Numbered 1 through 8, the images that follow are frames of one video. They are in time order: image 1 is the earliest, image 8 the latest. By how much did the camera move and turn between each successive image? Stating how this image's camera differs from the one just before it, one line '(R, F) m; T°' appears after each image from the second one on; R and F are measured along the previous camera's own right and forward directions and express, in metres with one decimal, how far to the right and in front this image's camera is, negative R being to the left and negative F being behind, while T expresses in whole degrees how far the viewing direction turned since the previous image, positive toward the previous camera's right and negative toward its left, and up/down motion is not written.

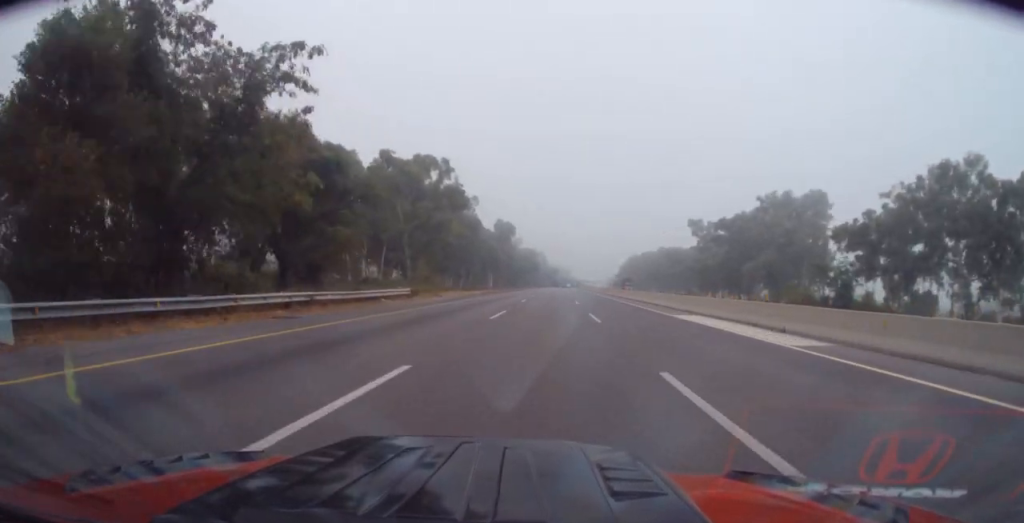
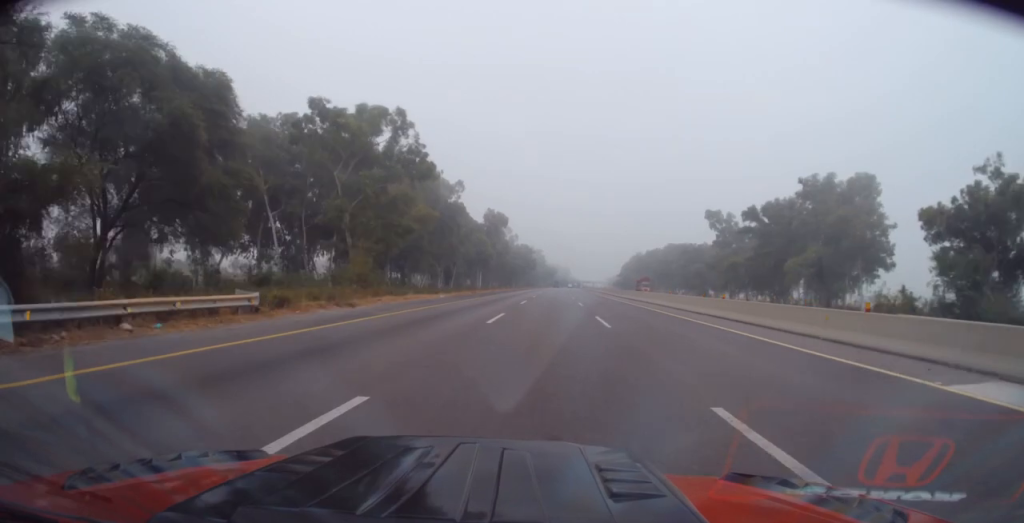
(-0.3, +20.2) m; 0°
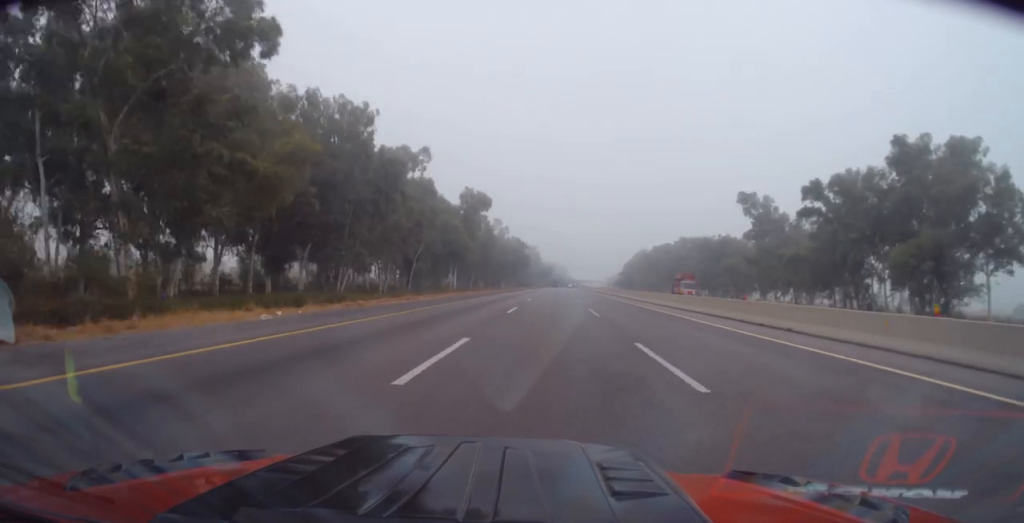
(+0.4, +29.0) m; +1°
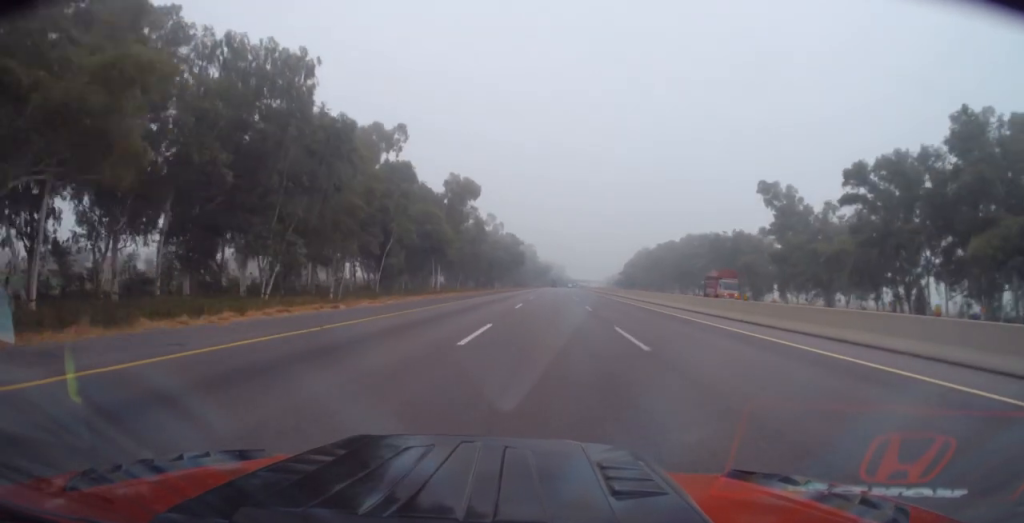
(-0.1, +13.1) m; 0°
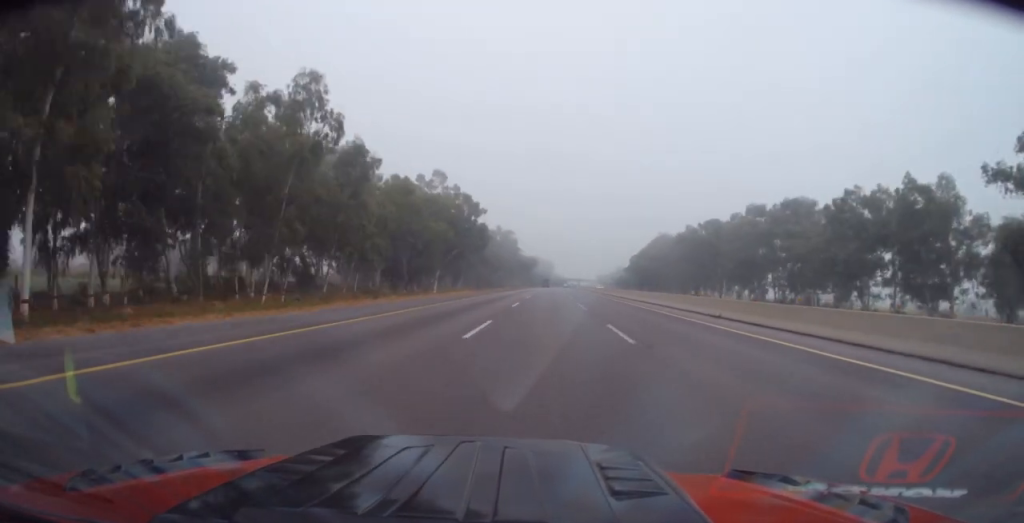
(+0.4, +70.1) m; 0°
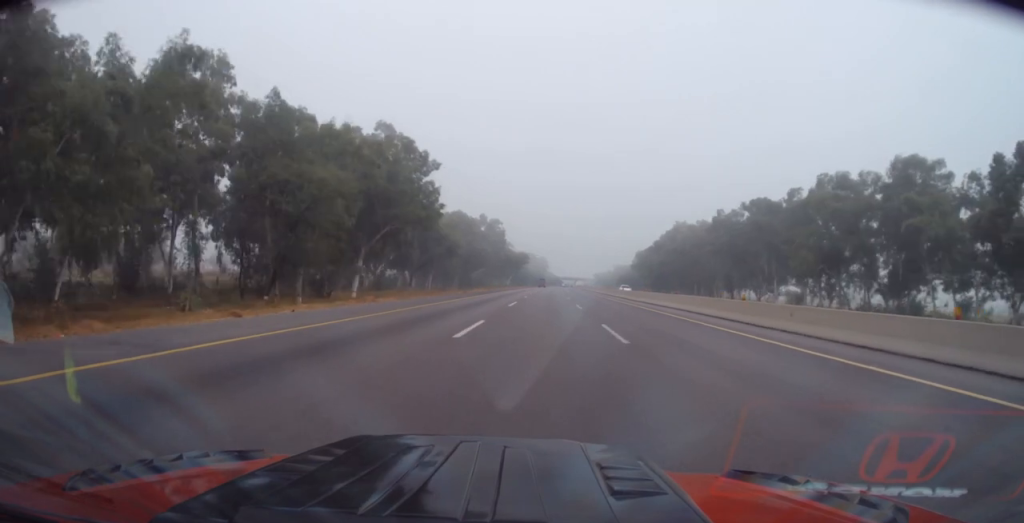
(-0.2, +35.8) m; +1°
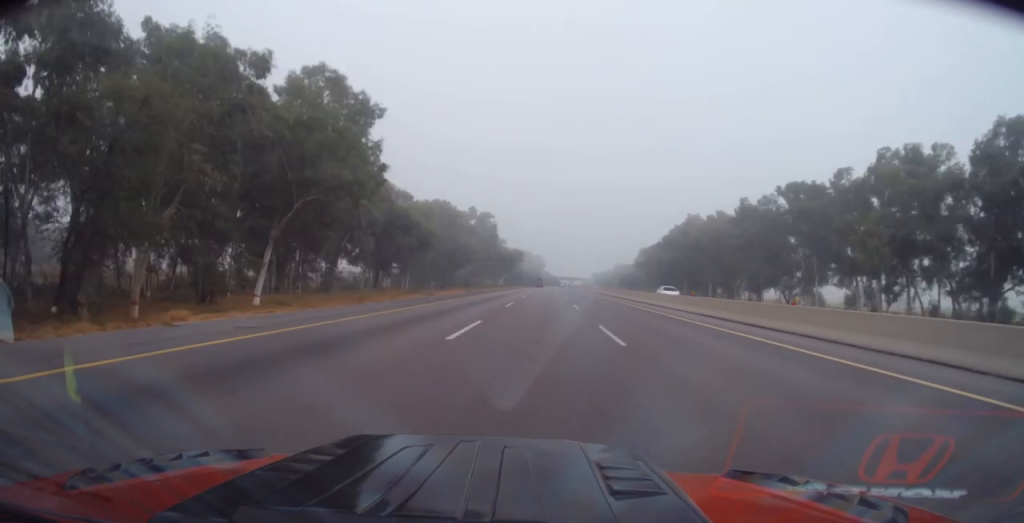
(+0.5, +18.3) m; +1°
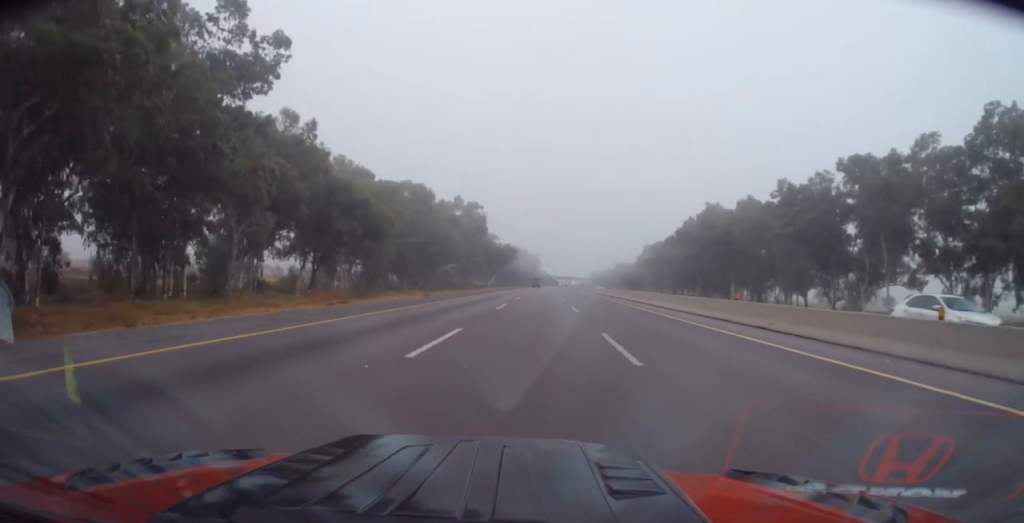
(+0.2, +20.9) m; 0°
